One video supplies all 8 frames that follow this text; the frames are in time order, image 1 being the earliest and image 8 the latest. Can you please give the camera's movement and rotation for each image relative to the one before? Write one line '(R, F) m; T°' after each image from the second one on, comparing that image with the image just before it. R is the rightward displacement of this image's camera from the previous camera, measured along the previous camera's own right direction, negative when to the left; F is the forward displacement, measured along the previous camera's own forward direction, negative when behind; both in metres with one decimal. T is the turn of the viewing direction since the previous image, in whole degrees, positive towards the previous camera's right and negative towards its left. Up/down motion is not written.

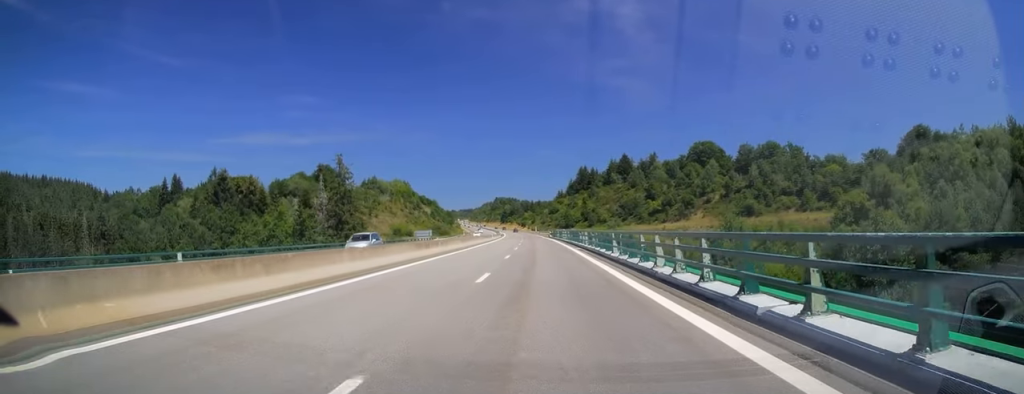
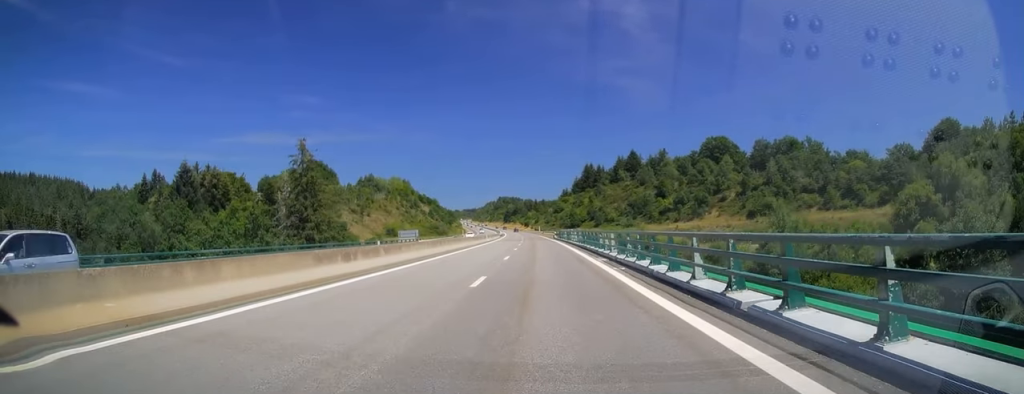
(-0.3, +14.3) m; 0°
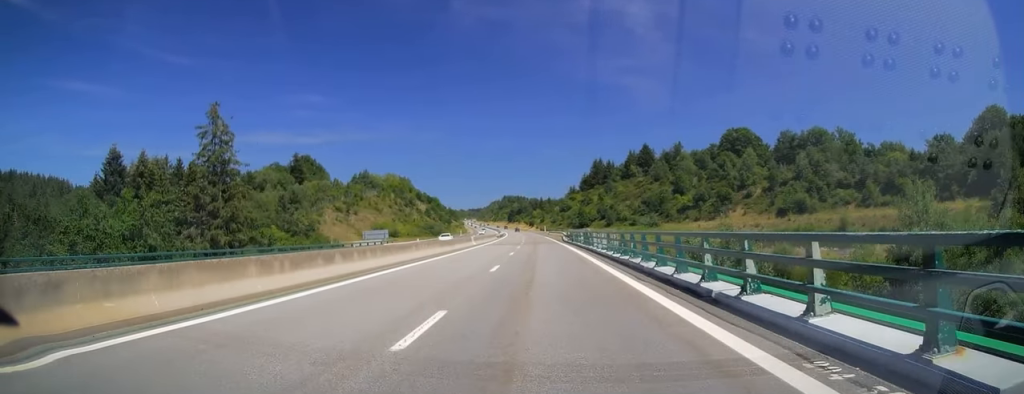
(+0.1, +20.6) m; 0°
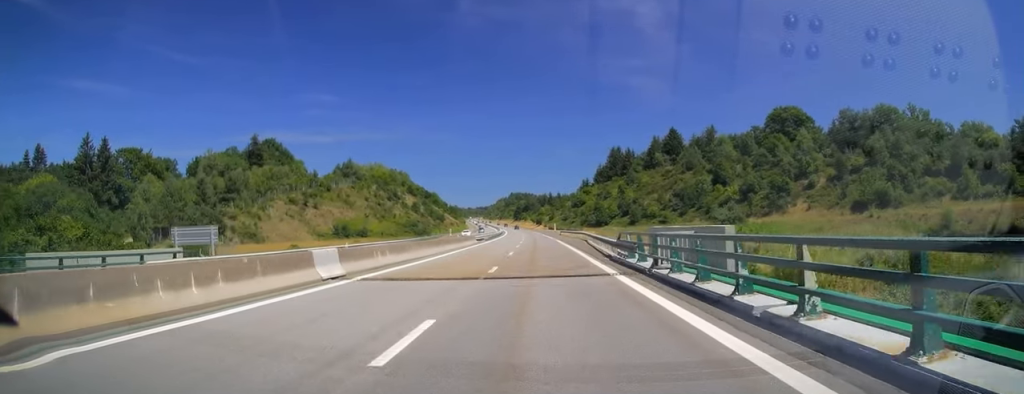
(-0.2, +39.8) m; -1°
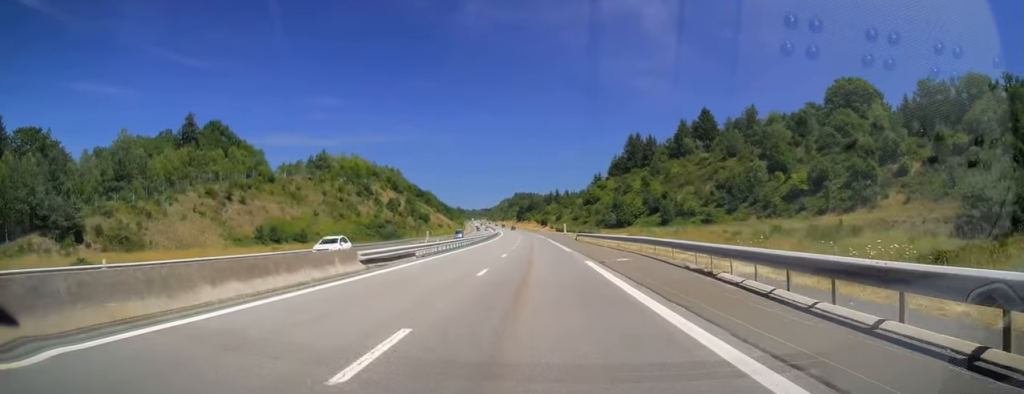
(-0.3, +39.9) m; -1°
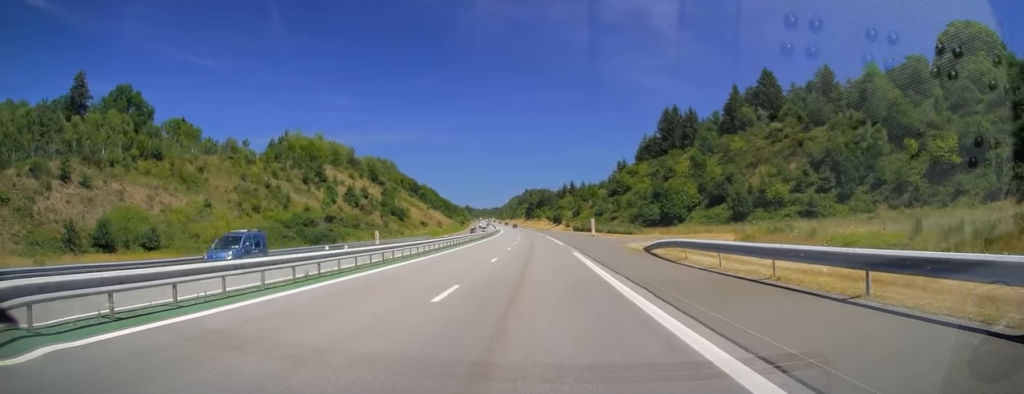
(-0.5, +45.7) m; -1°
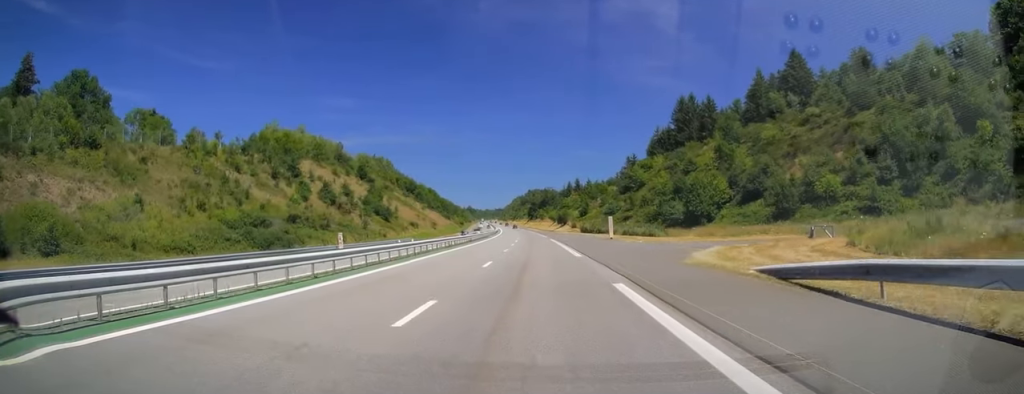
(0.0, +16.2) m; 0°
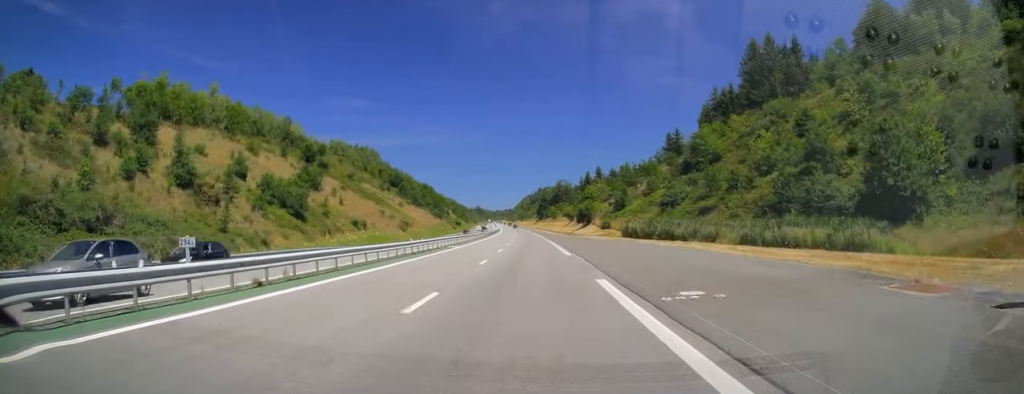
(-0.1, +50.3) m; -1°
